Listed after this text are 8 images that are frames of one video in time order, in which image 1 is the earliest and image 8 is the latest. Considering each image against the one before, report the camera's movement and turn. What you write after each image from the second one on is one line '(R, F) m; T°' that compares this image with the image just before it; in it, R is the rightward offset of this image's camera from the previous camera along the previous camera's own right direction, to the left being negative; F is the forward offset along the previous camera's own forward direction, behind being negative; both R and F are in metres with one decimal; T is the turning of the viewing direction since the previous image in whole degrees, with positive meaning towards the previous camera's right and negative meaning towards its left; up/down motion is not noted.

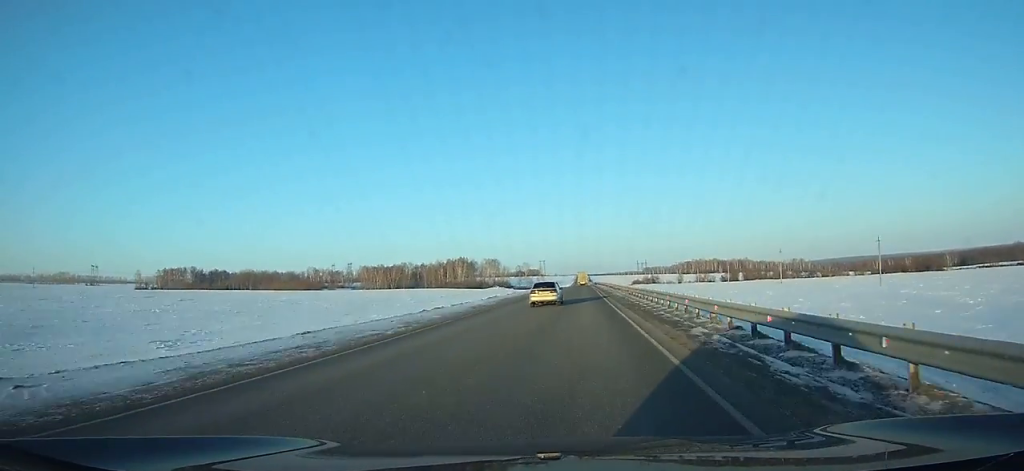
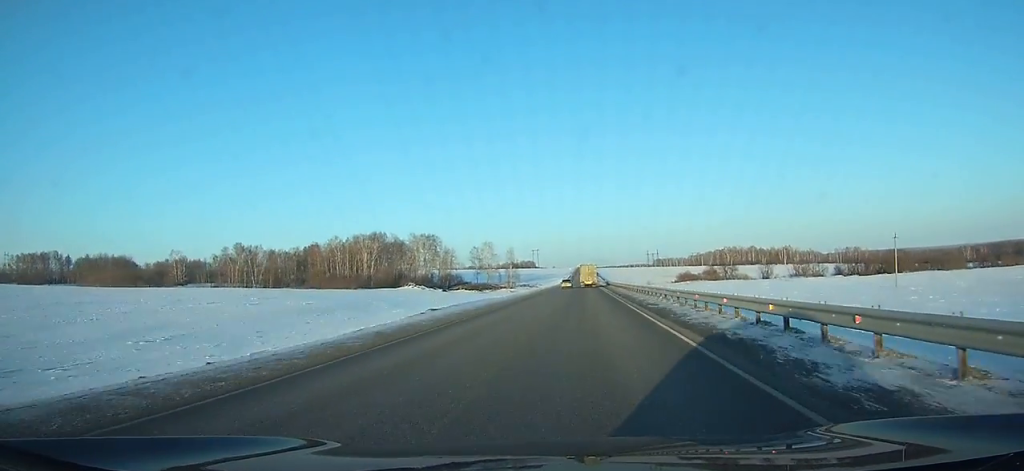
(+0.3, +180.3) m; +1°
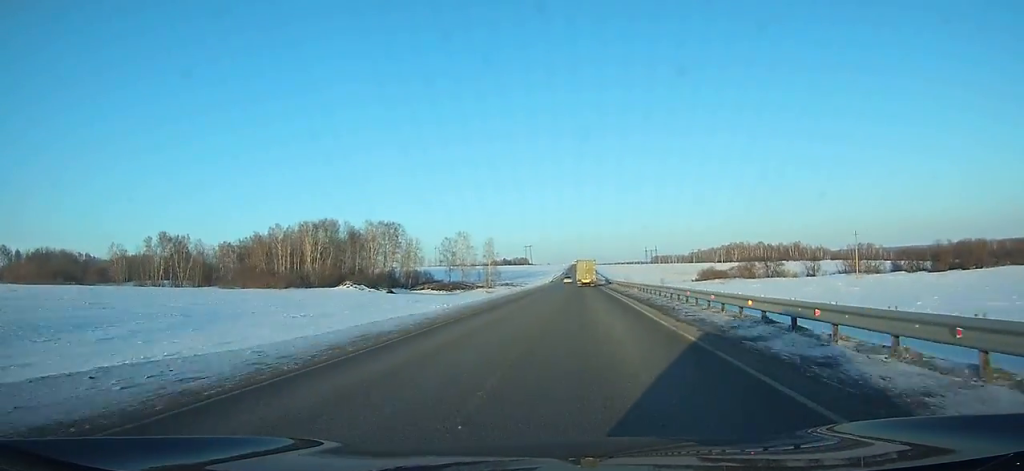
(0.0, +46.8) m; 0°
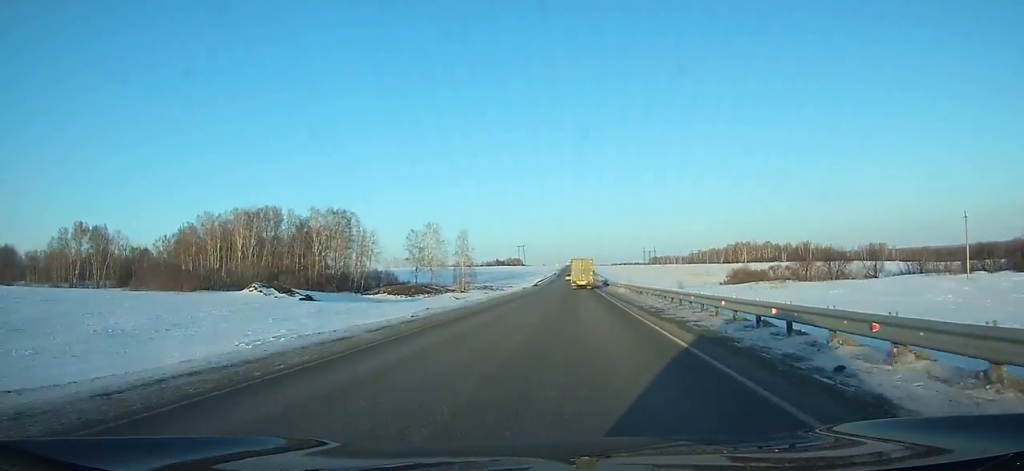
(+0.4, +37.2) m; 0°
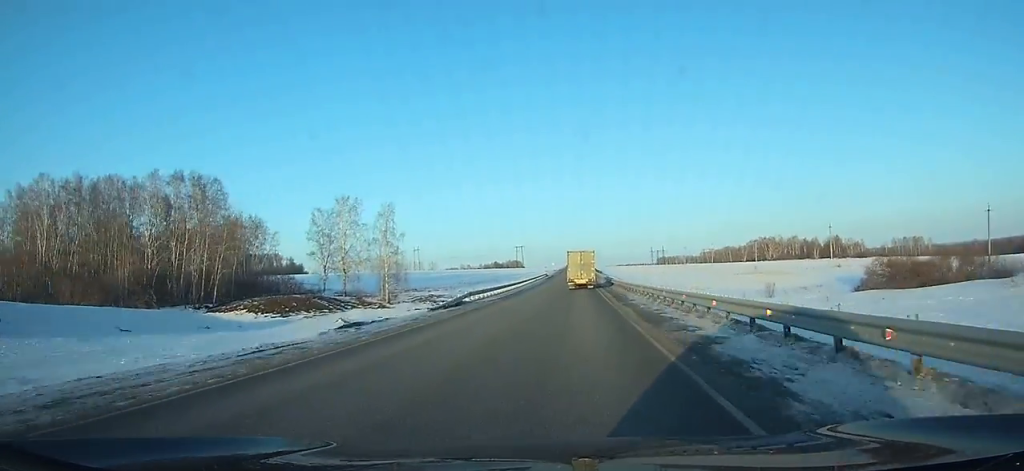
(+0.1, +63.5) m; 0°
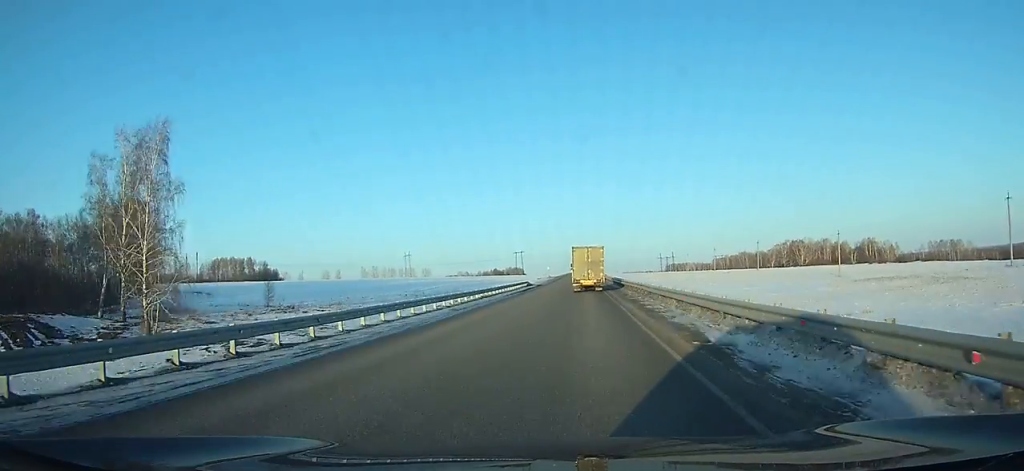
(-0.2, +57.7) m; 0°
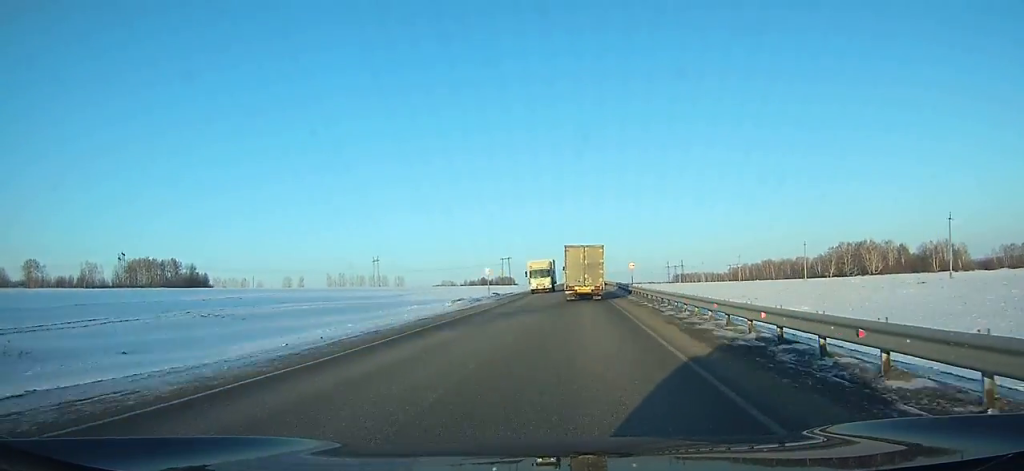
(+0.5, +100.2) m; 0°
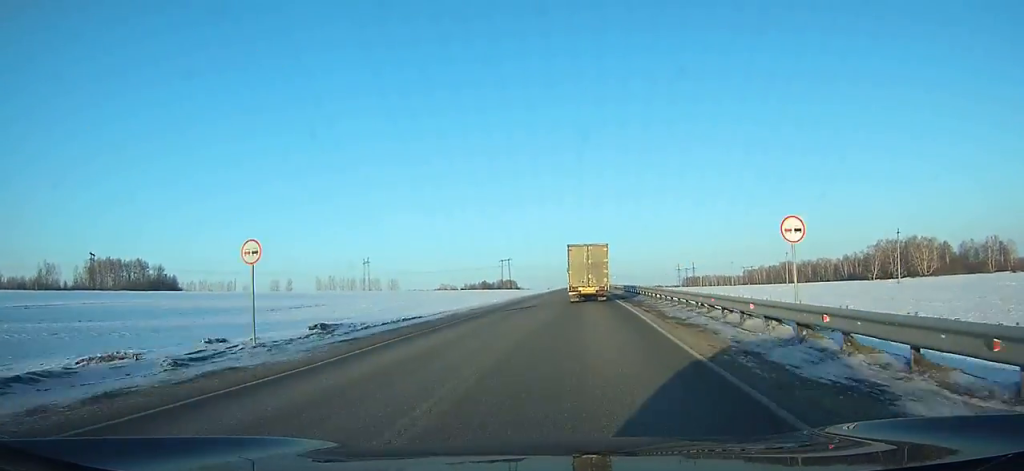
(-0.1, +41.9) m; 0°
